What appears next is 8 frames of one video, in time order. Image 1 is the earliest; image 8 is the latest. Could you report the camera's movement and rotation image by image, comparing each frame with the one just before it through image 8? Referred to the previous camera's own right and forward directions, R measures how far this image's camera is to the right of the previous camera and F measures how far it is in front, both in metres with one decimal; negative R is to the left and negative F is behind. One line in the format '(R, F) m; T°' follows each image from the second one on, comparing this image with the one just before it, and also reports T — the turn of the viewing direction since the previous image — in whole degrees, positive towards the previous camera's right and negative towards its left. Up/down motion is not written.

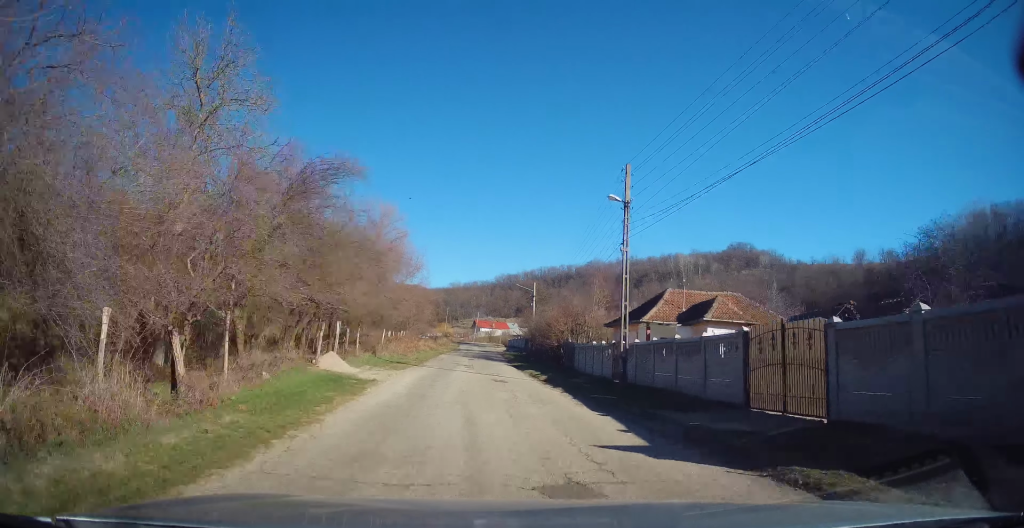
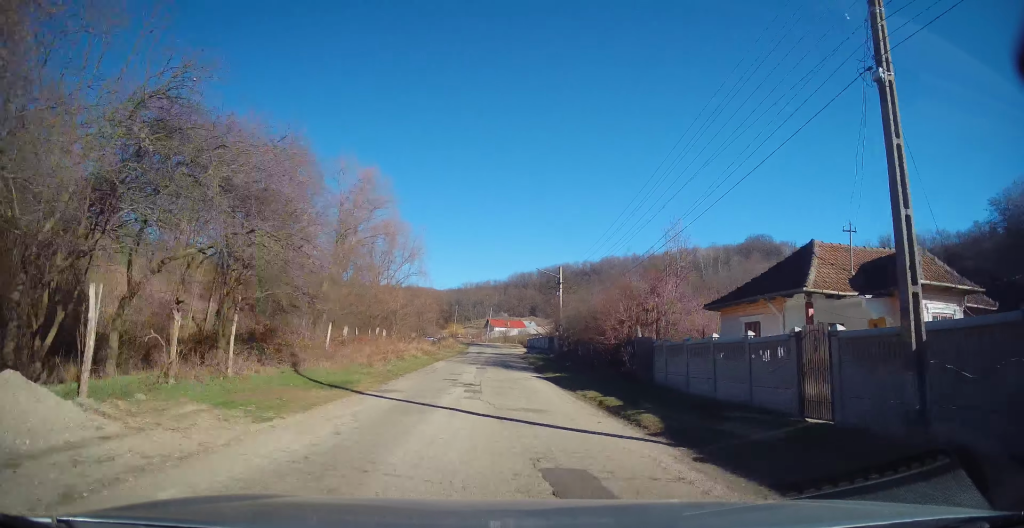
(-0.5, +13.8) m; -3°
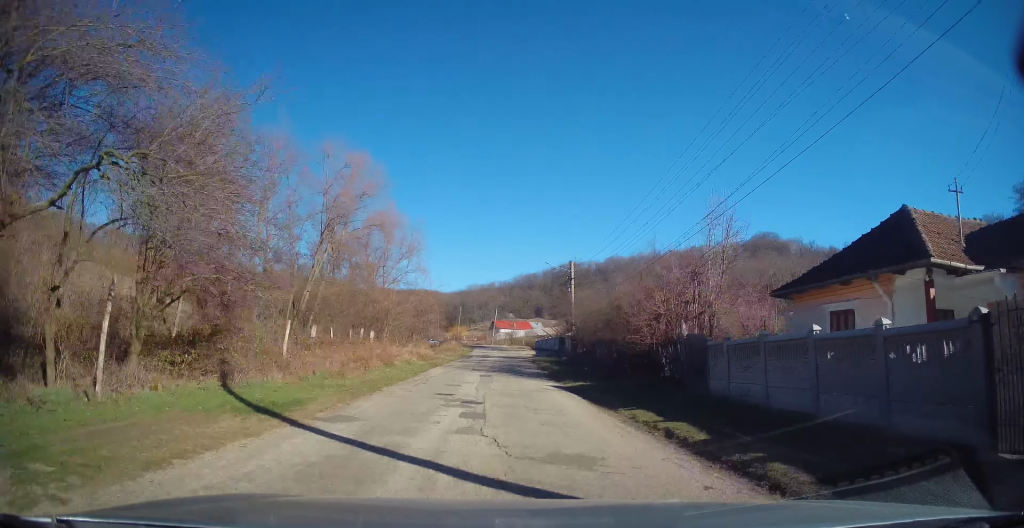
(0.0, +4.7) m; 0°
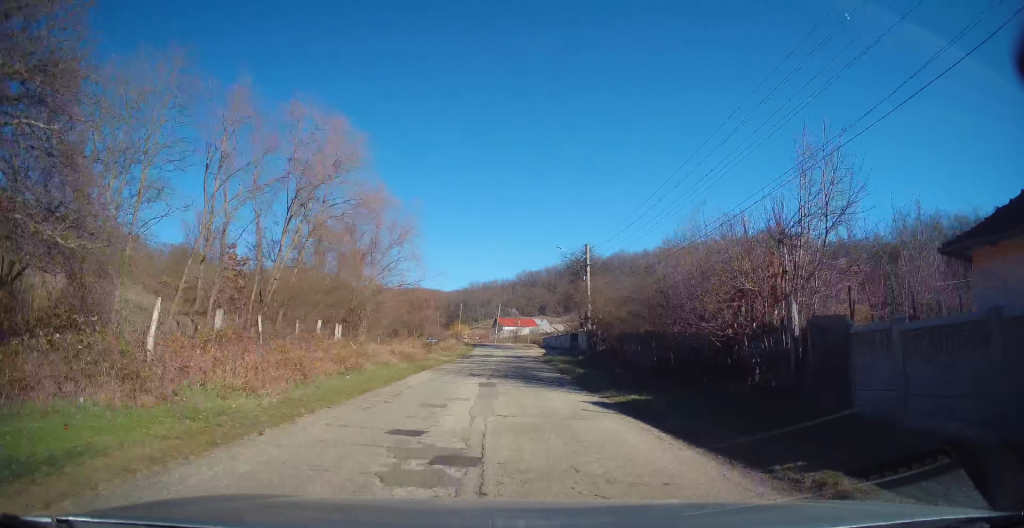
(0.0, +6.6) m; +1°
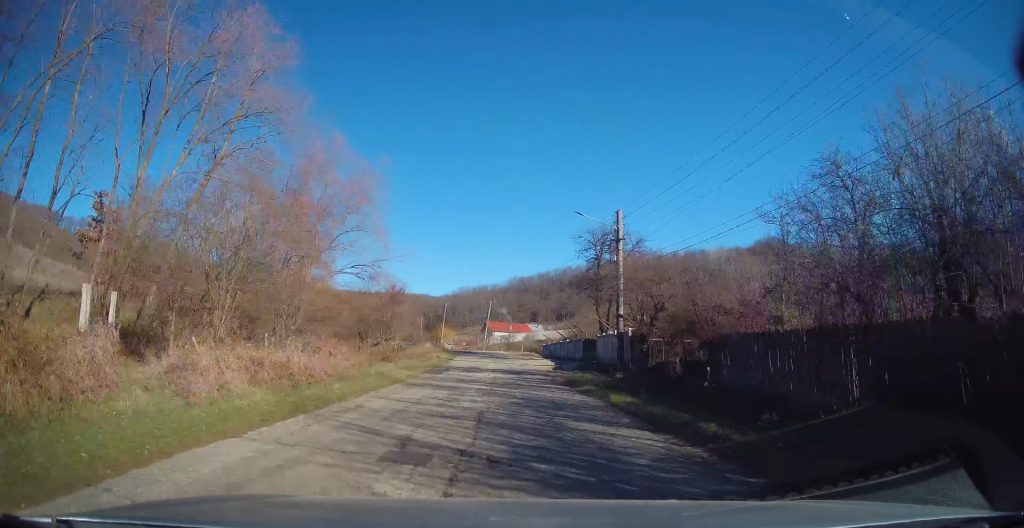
(+0.2, +13.4) m; 0°
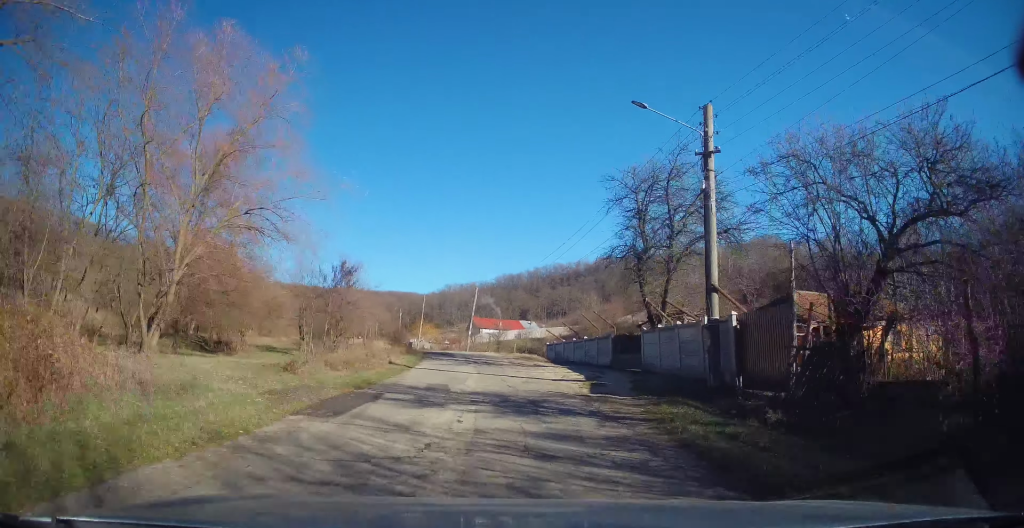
(-0.2, +13.7) m; -1°
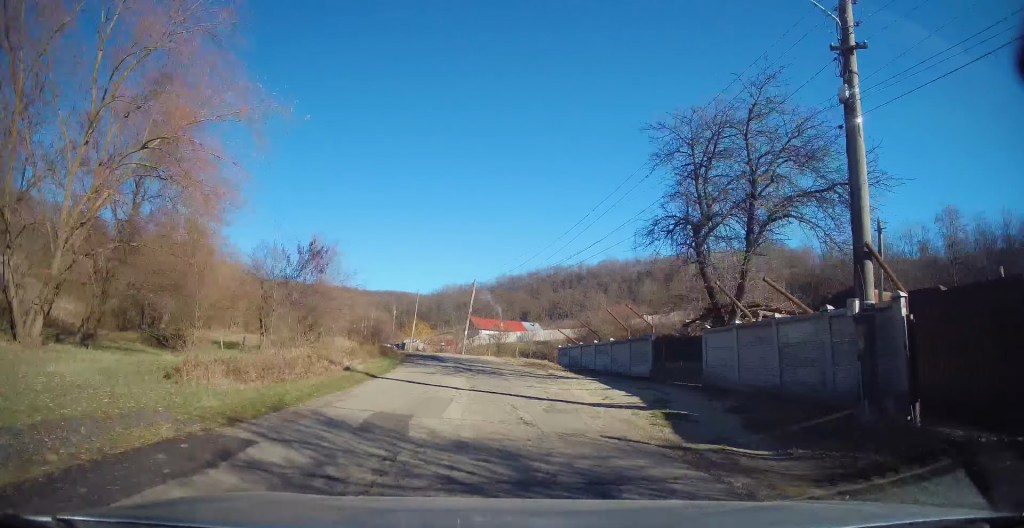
(0.0, +7.0) m; 0°
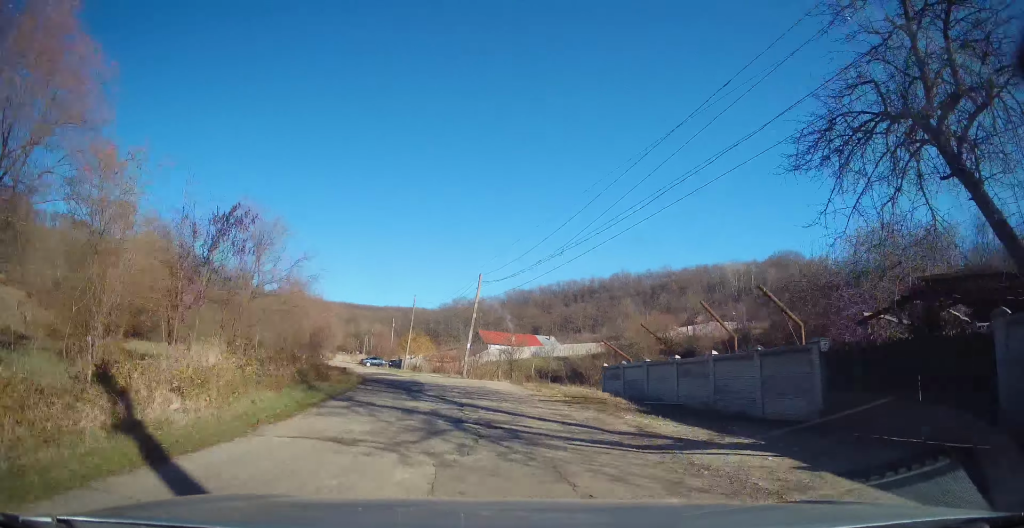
(0.0, +10.8) m; 0°
